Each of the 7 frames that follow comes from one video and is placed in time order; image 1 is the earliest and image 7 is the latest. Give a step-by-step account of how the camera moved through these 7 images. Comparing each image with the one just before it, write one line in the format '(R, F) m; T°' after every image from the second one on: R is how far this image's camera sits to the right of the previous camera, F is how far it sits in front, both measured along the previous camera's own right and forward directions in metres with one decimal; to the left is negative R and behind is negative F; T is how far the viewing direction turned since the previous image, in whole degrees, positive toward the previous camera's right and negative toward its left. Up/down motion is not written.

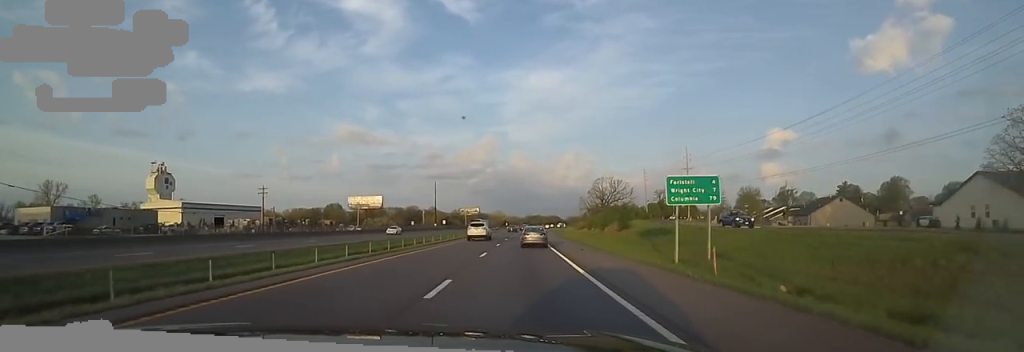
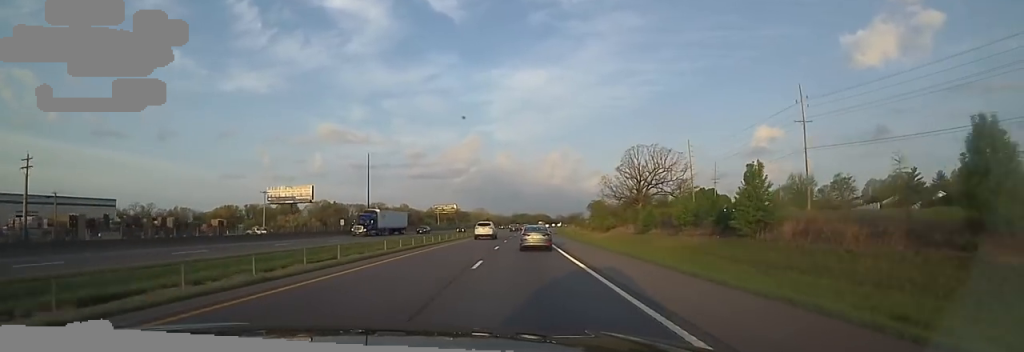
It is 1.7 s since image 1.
(-1.1, +55.8) m; -2°
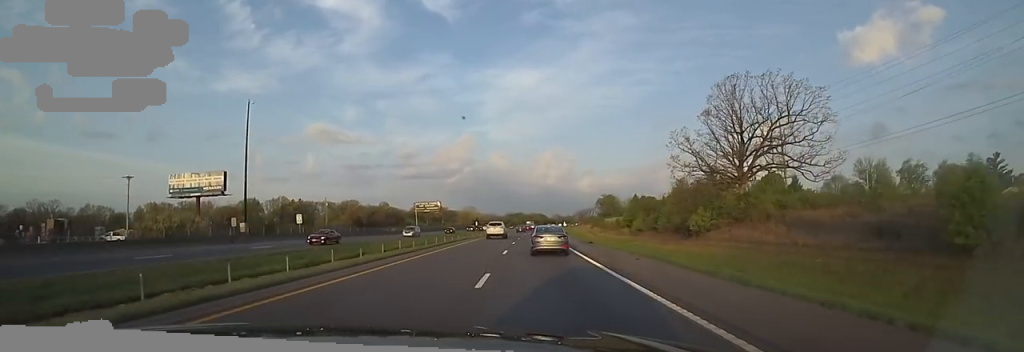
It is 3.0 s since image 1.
(0.0, +41.9) m; +3°
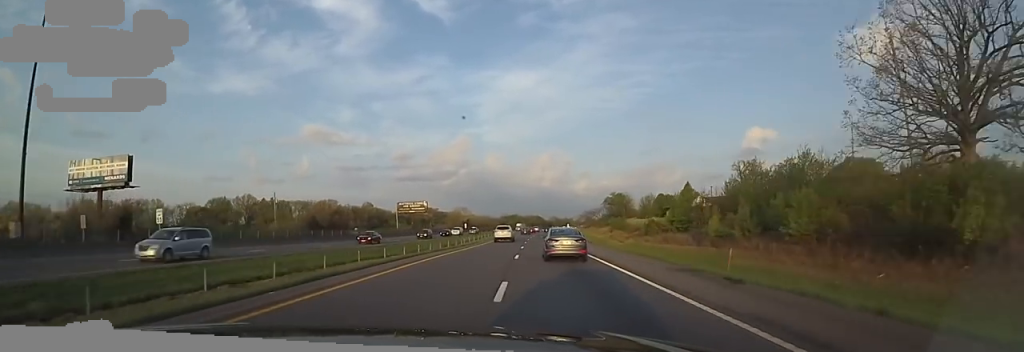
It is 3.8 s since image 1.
(+1.5, +26.5) m; 0°
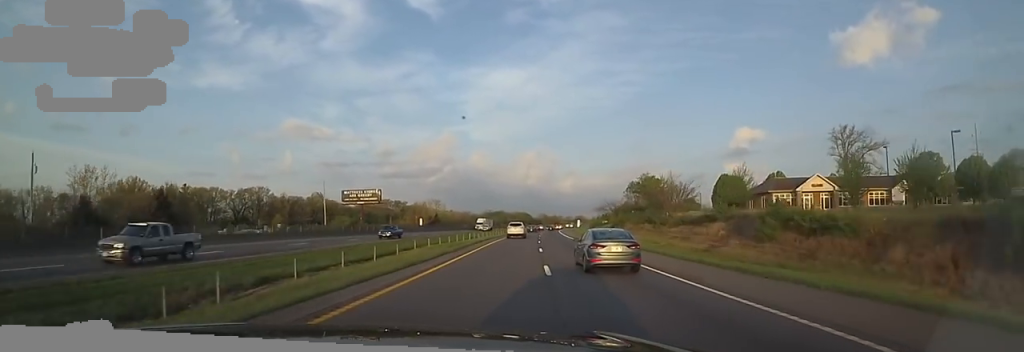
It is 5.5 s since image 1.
(-0.9, +56.7) m; +2°
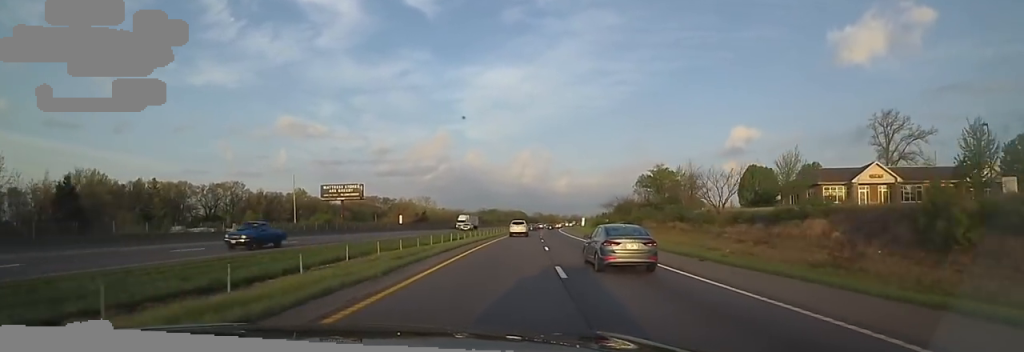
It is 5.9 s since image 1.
(0.0, +14.6) m; +2°
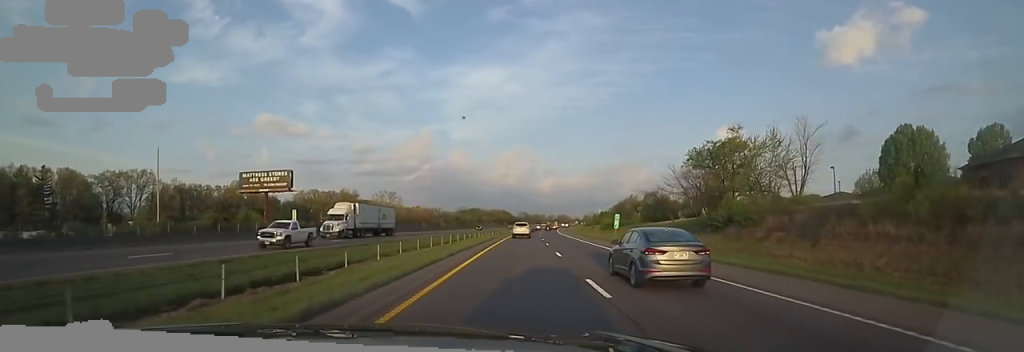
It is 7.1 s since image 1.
(+1.1, +40.9) m; +1°
